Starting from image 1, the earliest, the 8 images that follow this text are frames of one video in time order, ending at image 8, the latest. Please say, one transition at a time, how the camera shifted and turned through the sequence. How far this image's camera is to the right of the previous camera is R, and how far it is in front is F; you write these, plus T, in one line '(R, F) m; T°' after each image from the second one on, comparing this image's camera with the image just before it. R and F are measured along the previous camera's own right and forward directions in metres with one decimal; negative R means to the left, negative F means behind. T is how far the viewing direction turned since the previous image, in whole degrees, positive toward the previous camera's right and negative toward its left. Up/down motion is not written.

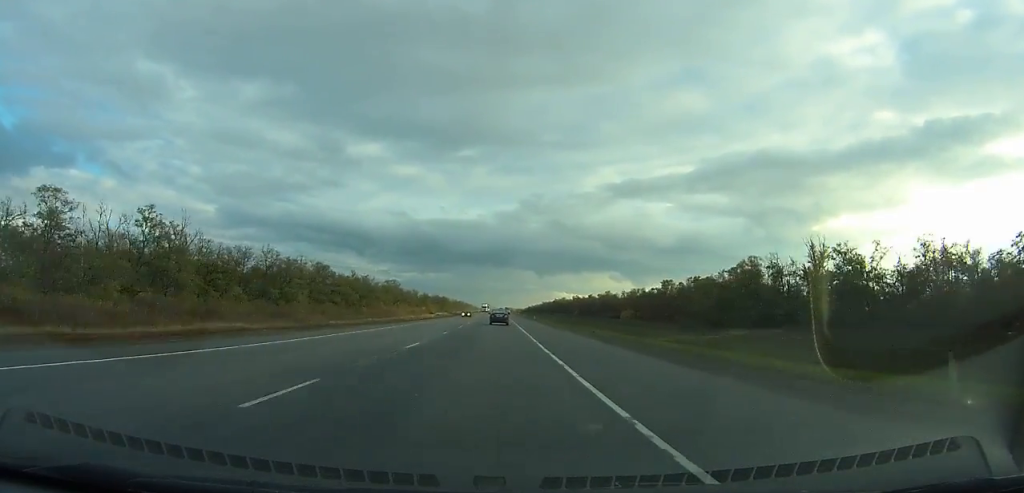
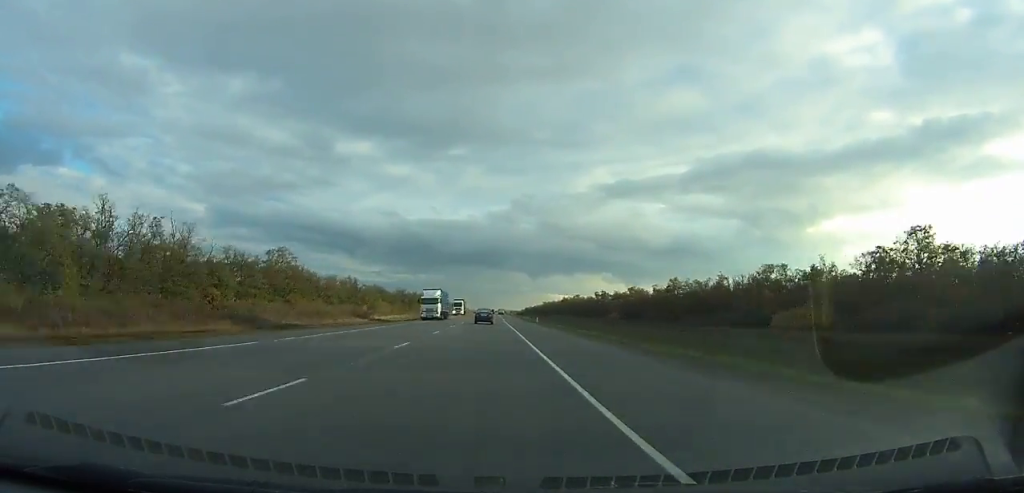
(+0.4, +119.6) m; 0°
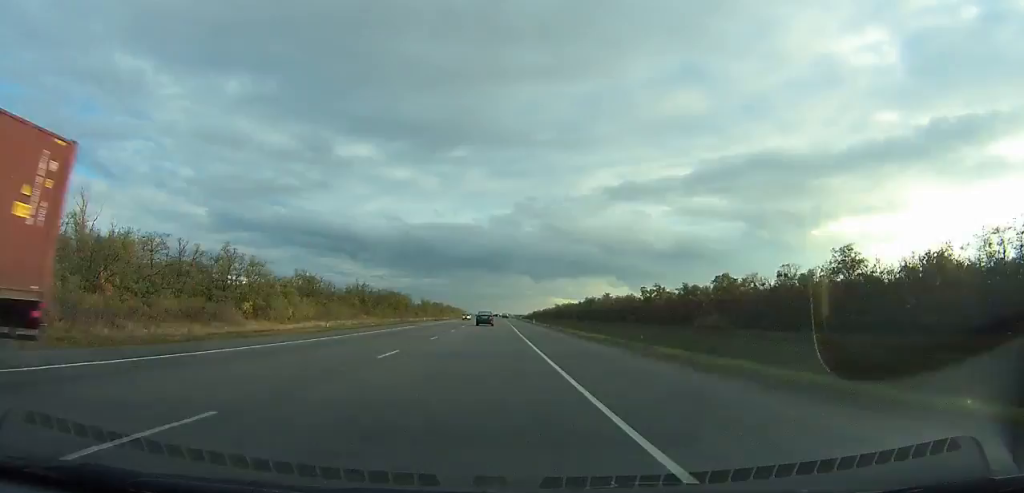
(0.0, +87.6) m; 0°
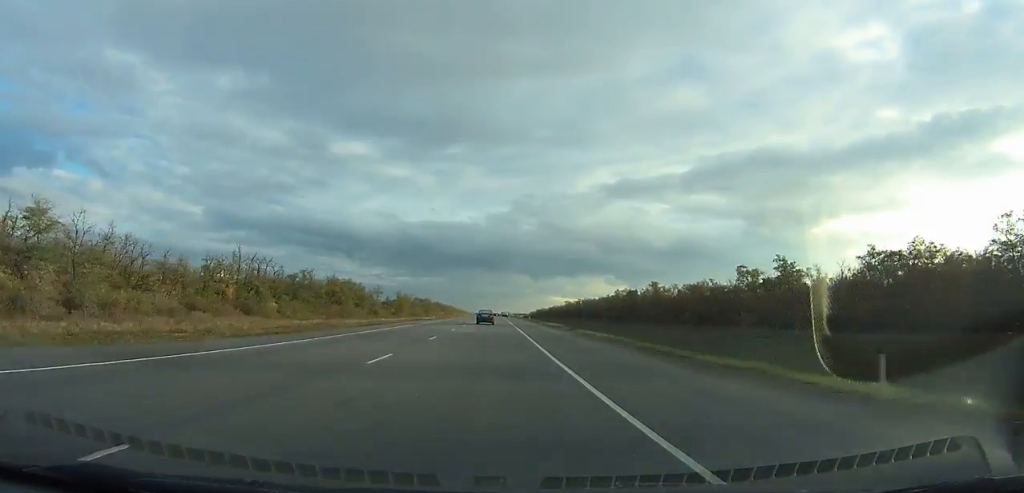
(0.0, +83.4) m; 0°
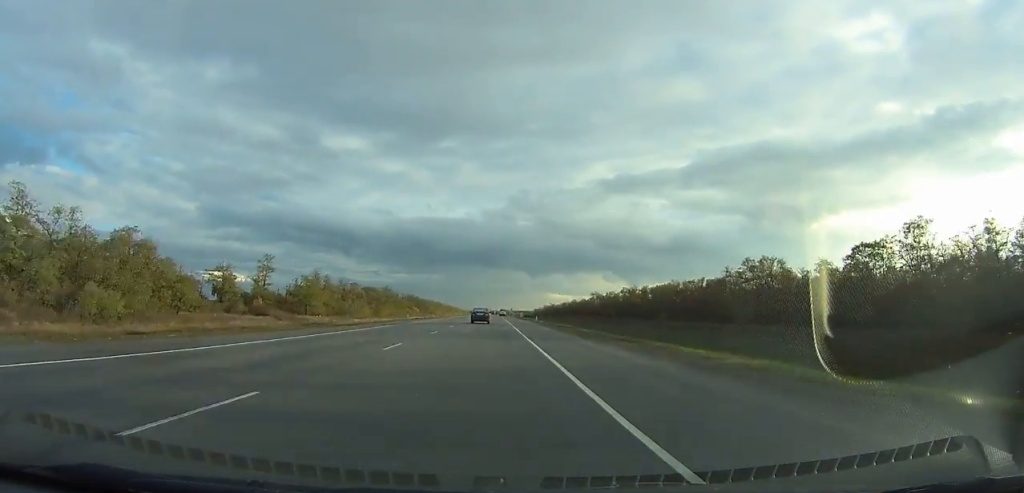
(+0.1, +123.4) m; 0°
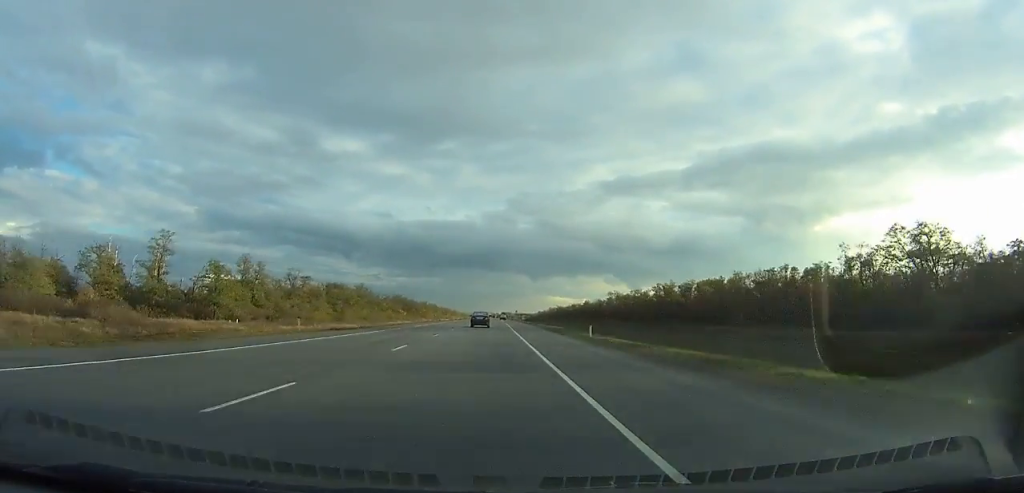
(0.0, +44.3) m; 0°
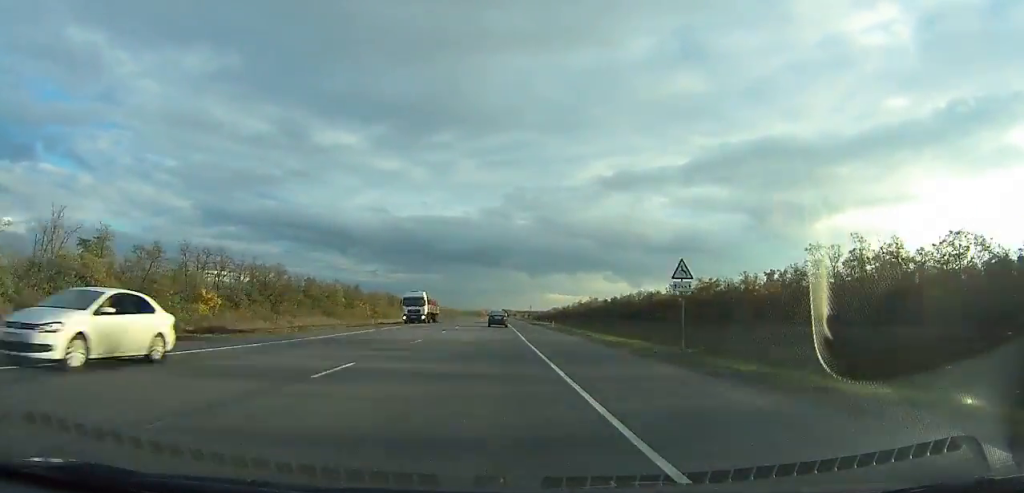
(-0.1, +175.8) m; 0°
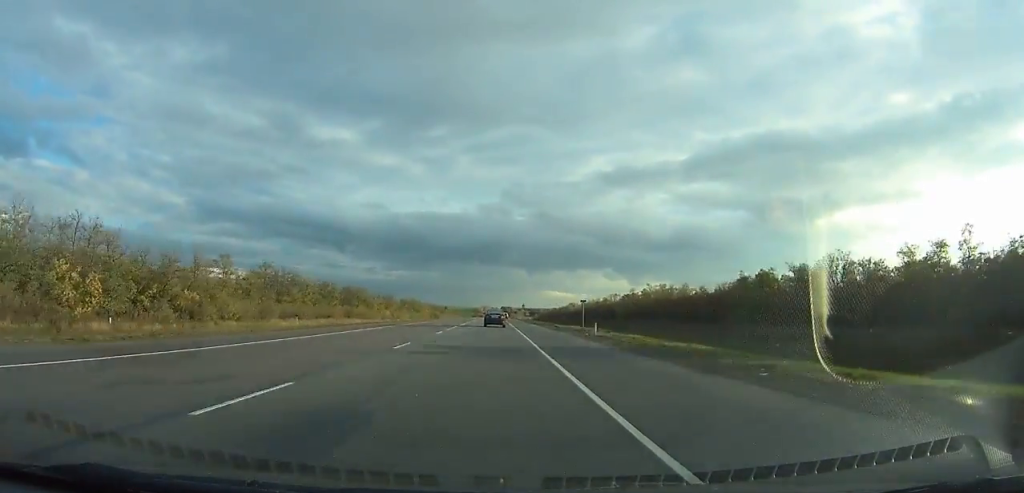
(0.0, +127.6) m; 0°
